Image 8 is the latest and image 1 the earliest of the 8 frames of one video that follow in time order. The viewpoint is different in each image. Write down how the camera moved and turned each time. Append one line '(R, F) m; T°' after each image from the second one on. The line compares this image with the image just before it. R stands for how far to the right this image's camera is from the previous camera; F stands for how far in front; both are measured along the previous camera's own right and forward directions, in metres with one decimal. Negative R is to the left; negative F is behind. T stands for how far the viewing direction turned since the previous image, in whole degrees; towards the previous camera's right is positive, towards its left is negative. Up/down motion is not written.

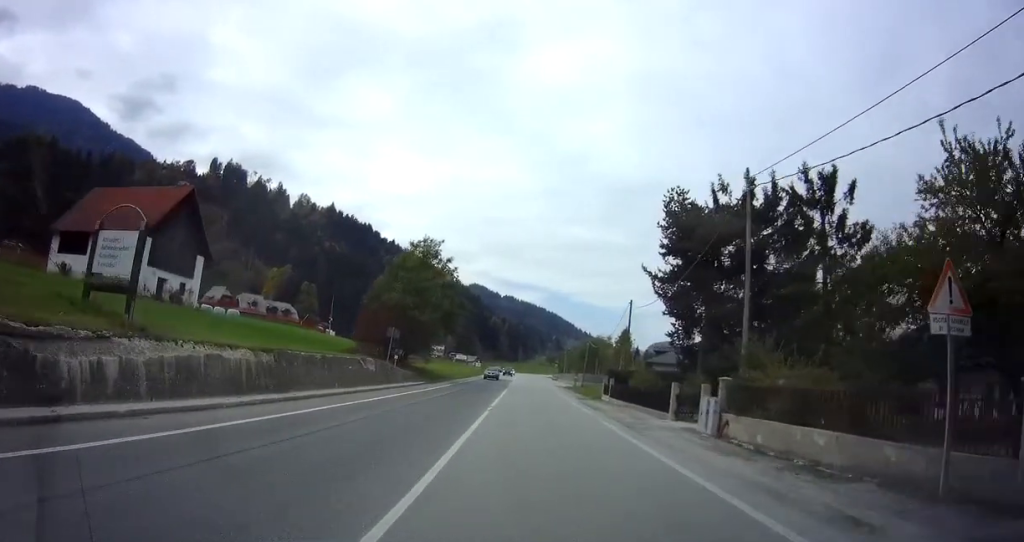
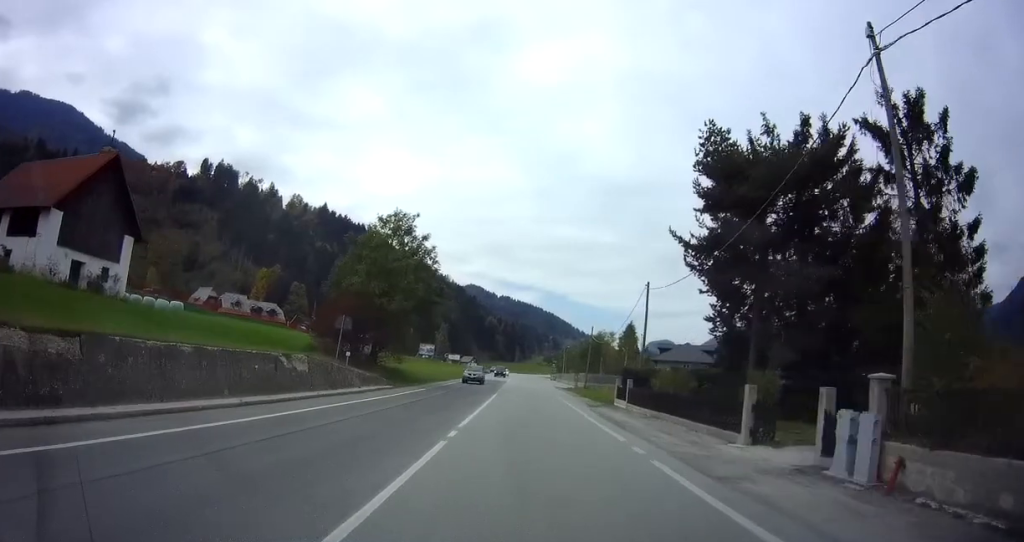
(-0.2, +7.9) m; +1°
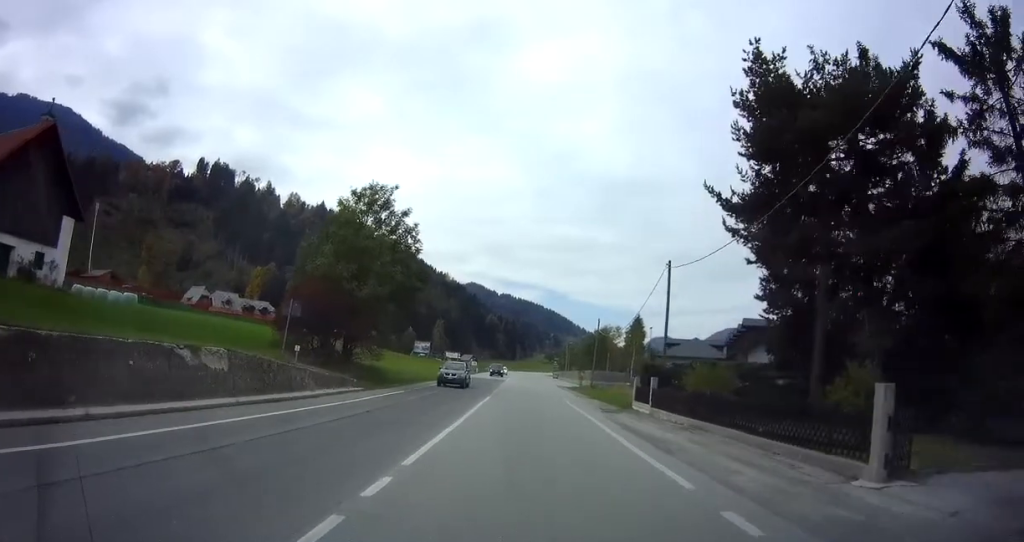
(0.0, +5.9) m; 0°
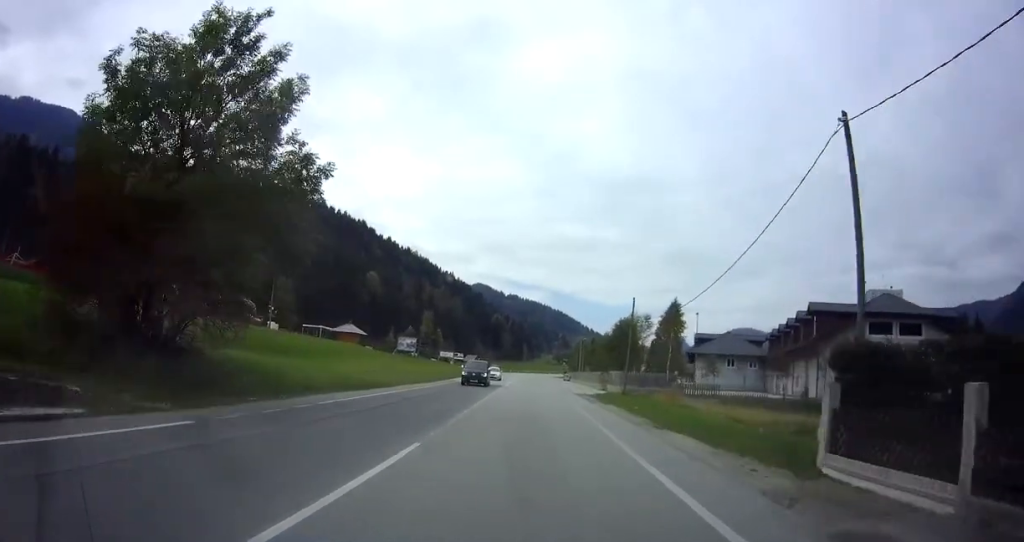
(-0.4, +17.4) m; -2°
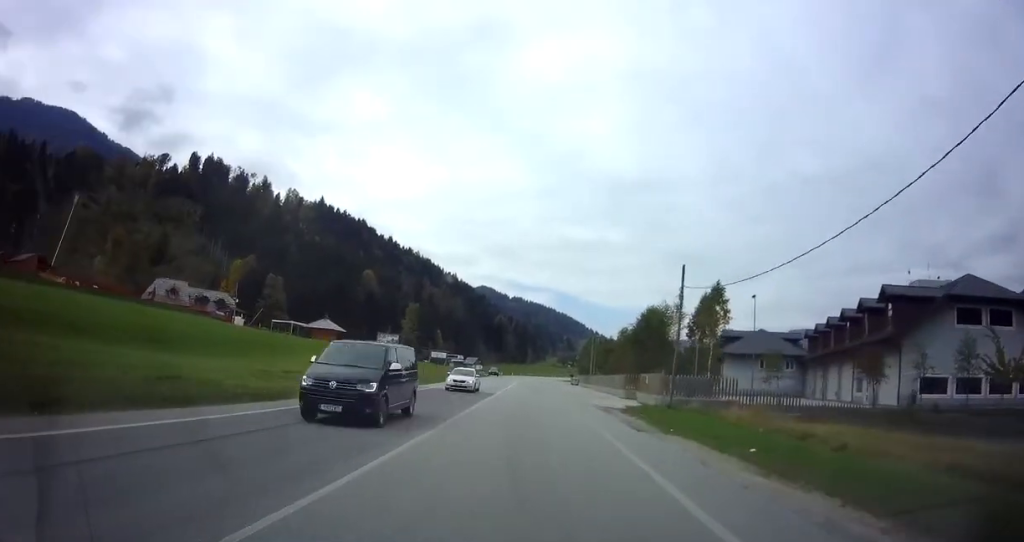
(+0.5, +13.4) m; +1°
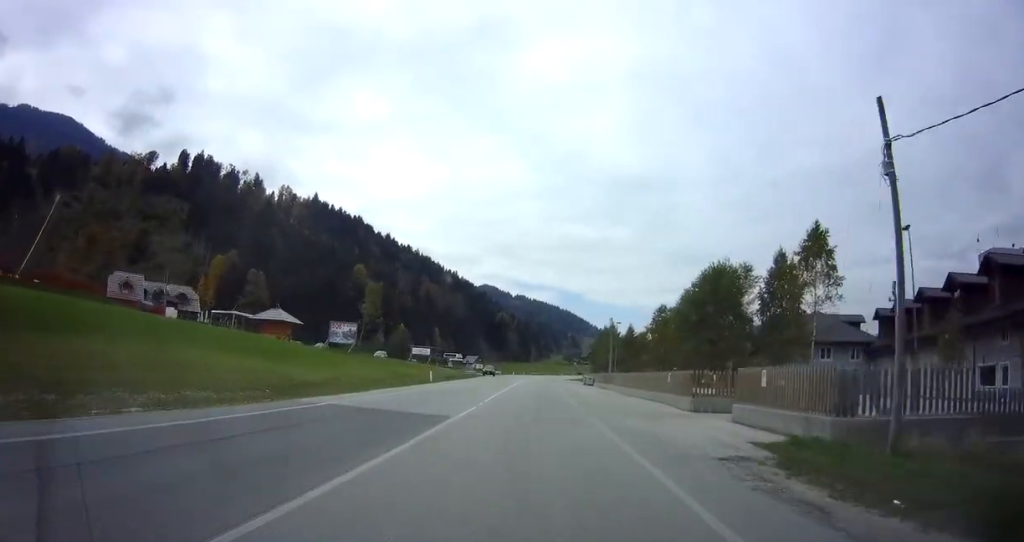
(-0.7, +18.8) m; -2°
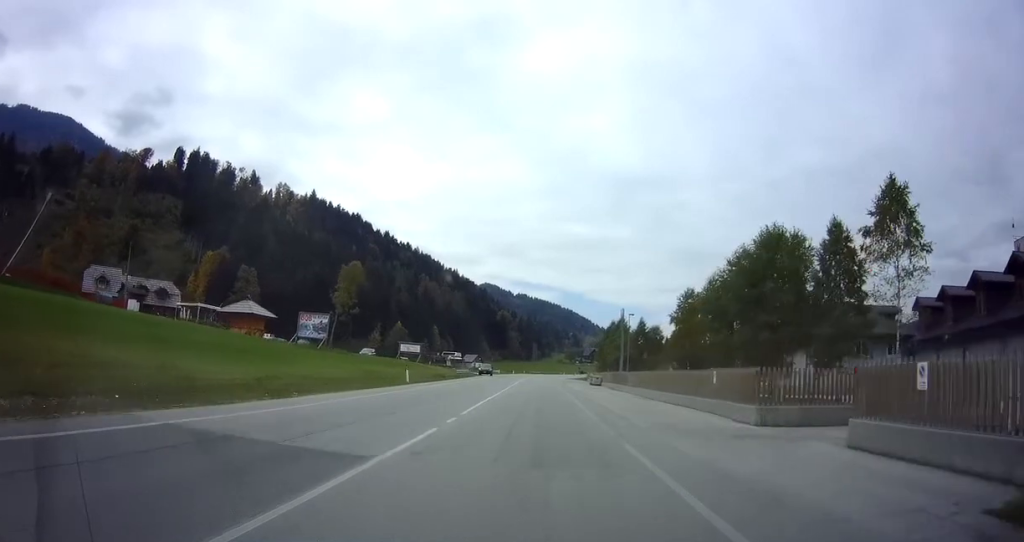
(-0.2, +8.0) m; 0°
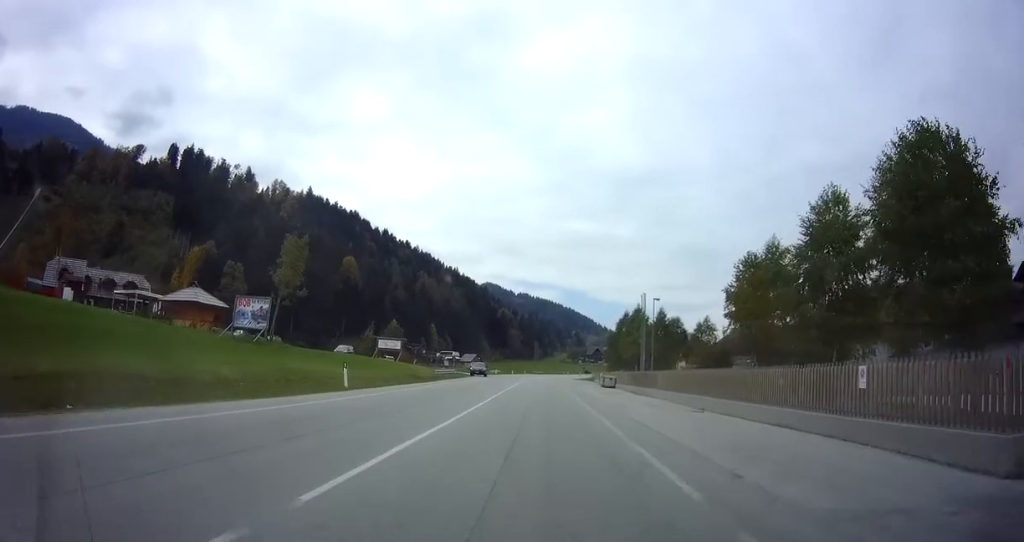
(+0.3, +11.2) m; 0°
